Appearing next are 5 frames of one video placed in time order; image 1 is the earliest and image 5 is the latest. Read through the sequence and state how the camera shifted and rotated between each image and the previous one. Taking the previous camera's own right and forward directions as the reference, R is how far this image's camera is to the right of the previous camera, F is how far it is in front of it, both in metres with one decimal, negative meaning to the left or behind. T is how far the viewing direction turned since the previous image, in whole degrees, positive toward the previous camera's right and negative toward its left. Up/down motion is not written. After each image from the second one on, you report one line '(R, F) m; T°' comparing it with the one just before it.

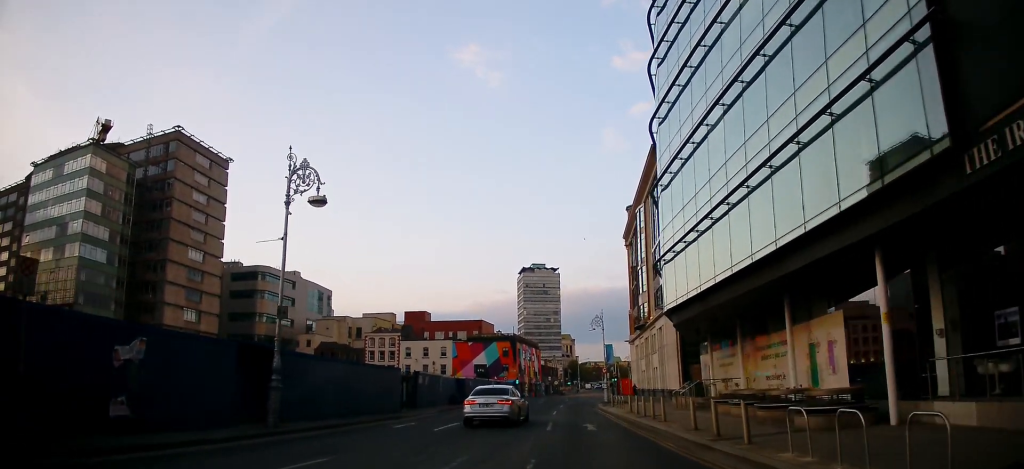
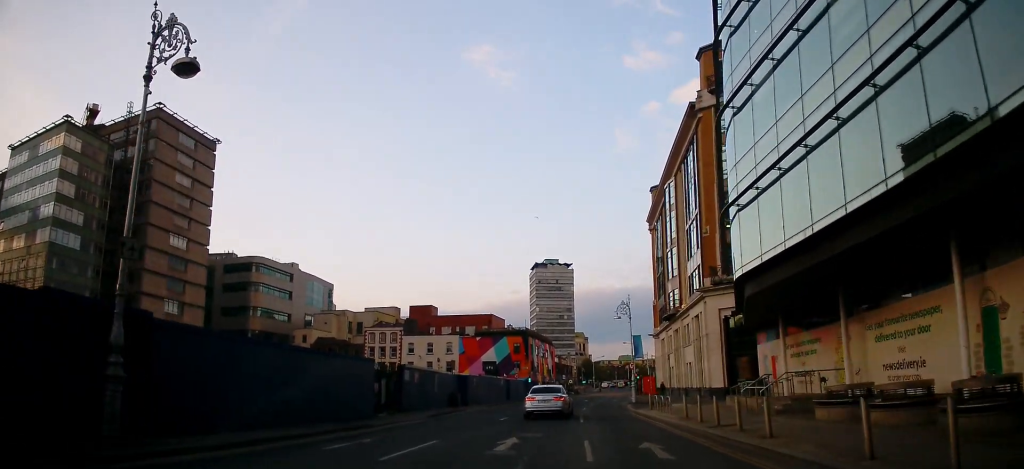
(+0.4, +7.3) m; 0°
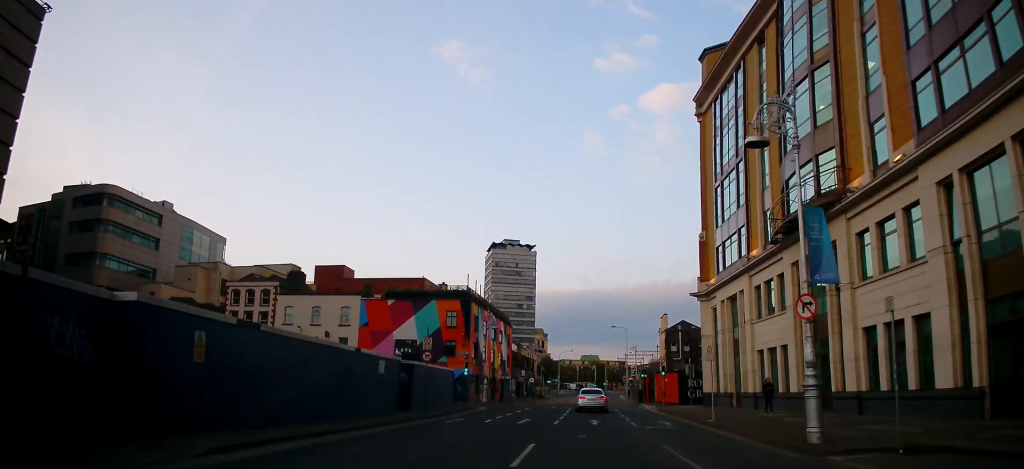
(+0.1, +35.6) m; +3°
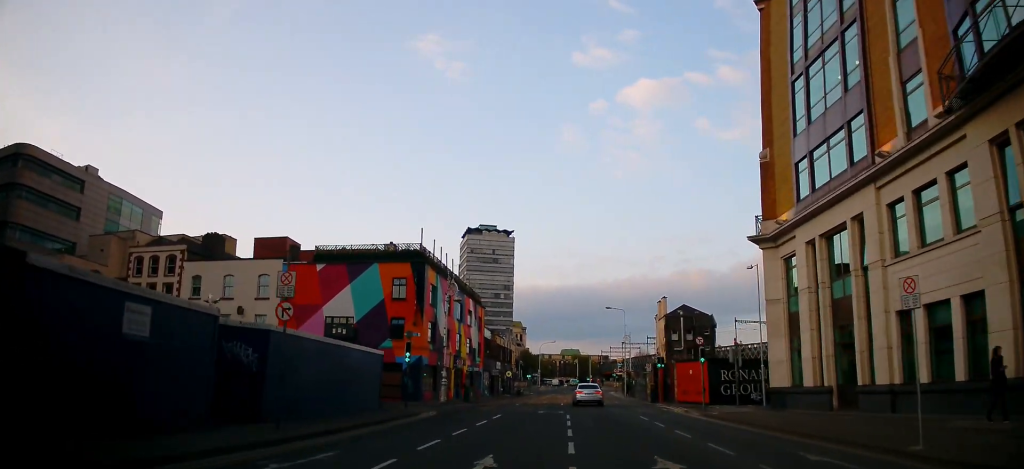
(+0.4, +14.7) m; +1°
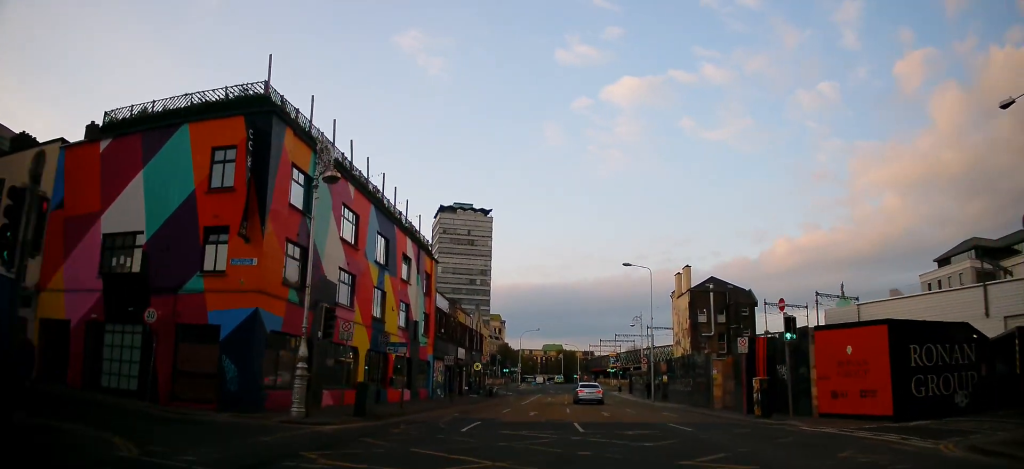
(+0.1, +23.3) m; +1°
